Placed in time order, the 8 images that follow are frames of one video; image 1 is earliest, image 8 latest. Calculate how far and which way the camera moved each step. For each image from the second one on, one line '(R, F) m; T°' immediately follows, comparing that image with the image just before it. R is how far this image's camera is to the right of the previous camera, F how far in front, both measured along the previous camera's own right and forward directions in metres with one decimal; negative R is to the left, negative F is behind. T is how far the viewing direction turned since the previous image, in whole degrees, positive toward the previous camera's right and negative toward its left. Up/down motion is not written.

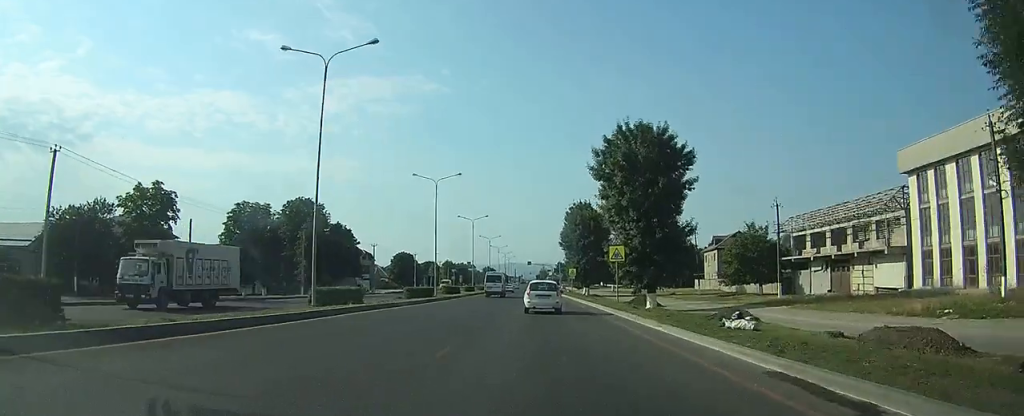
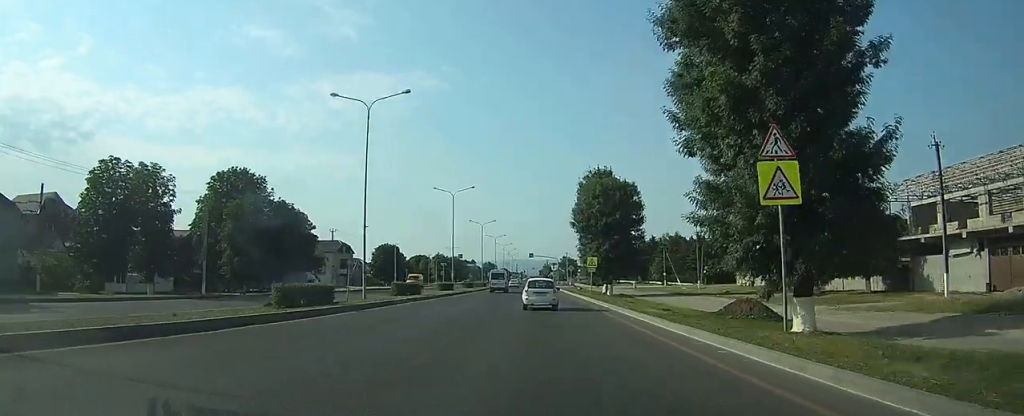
(0.0, +24.4) m; 0°
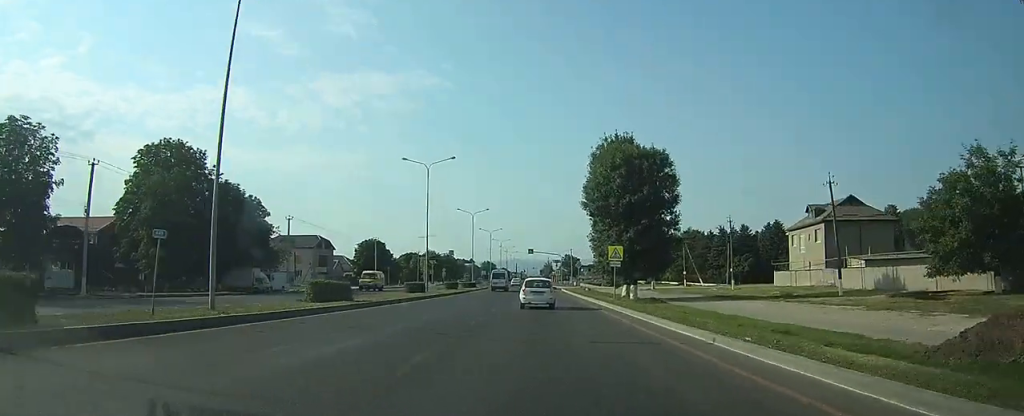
(0.0, +15.9) m; 0°
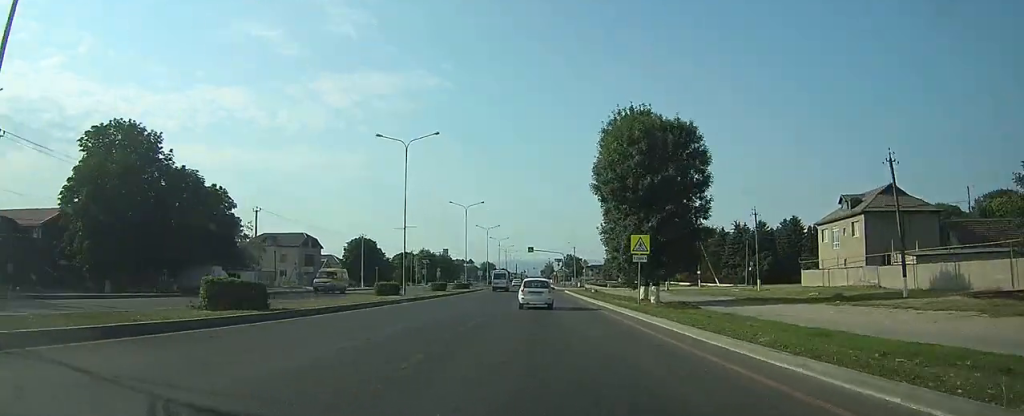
(0.0, +8.8) m; 0°
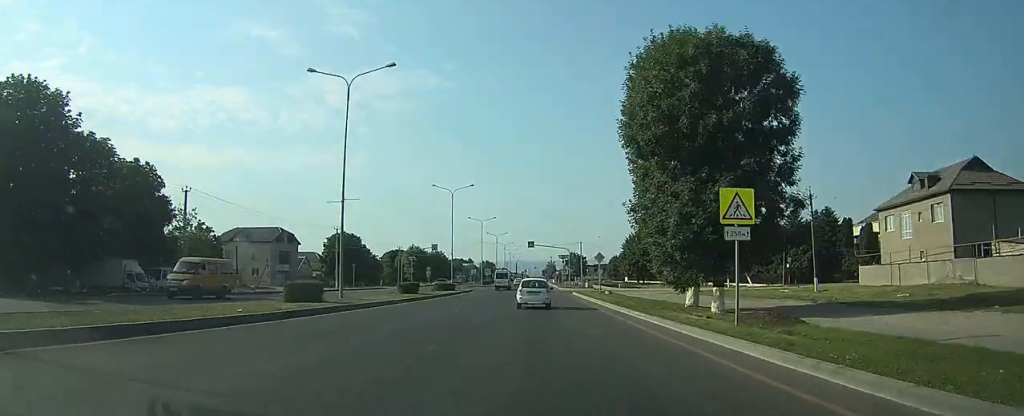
(0.0, +14.0) m; 0°
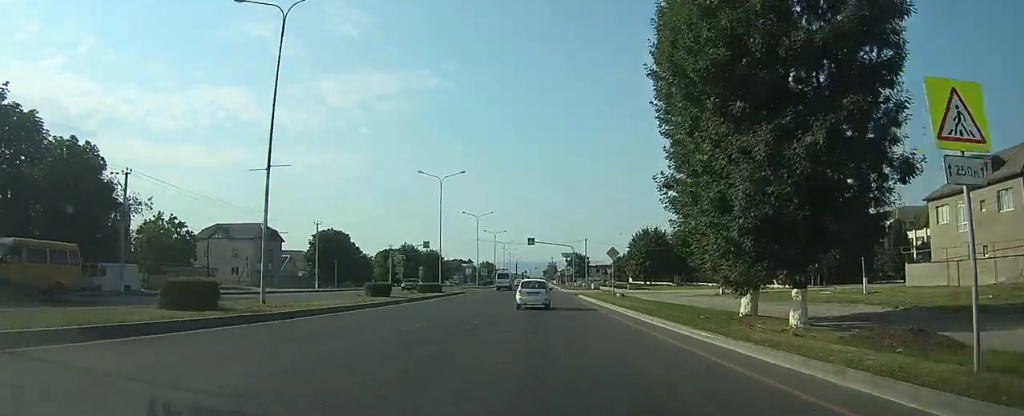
(0.0, +8.5) m; 0°
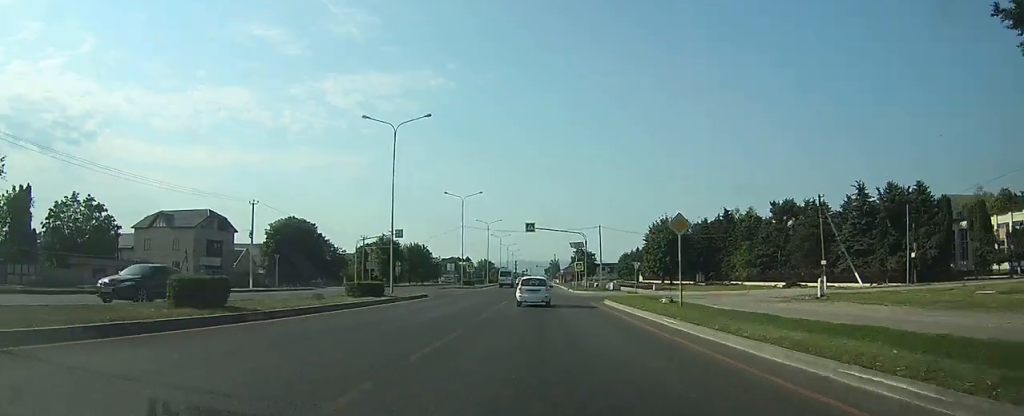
(-0.1, +19.4) m; 0°
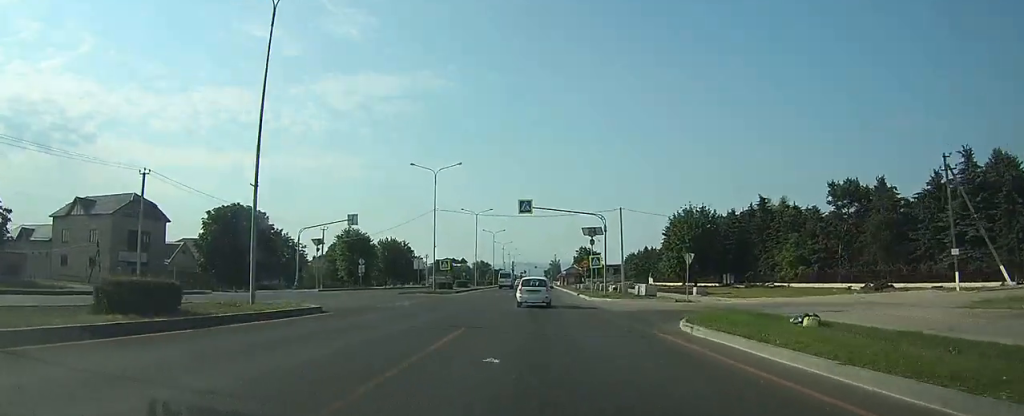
(+0.1, +19.2) m; 0°
